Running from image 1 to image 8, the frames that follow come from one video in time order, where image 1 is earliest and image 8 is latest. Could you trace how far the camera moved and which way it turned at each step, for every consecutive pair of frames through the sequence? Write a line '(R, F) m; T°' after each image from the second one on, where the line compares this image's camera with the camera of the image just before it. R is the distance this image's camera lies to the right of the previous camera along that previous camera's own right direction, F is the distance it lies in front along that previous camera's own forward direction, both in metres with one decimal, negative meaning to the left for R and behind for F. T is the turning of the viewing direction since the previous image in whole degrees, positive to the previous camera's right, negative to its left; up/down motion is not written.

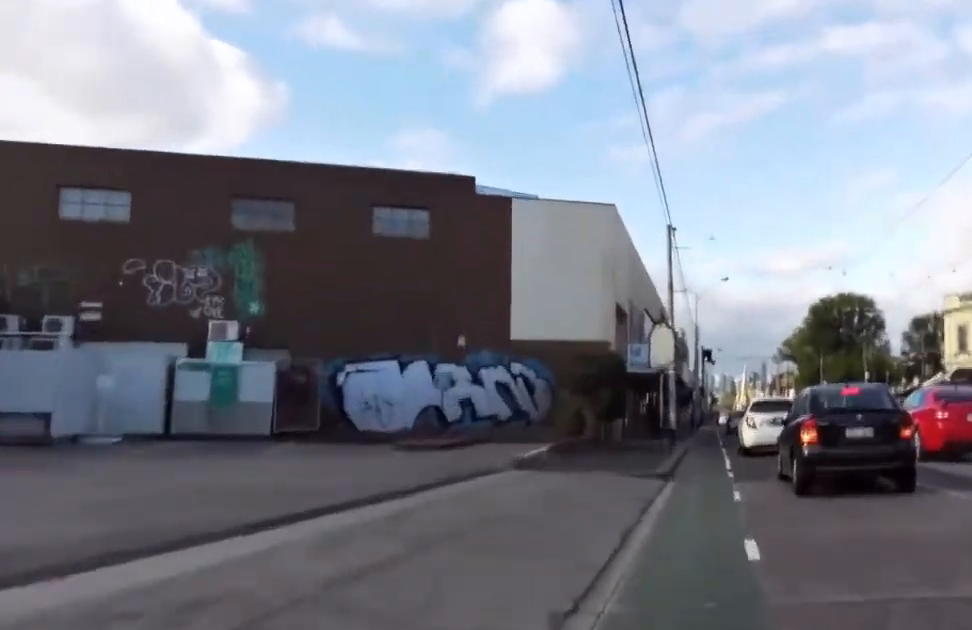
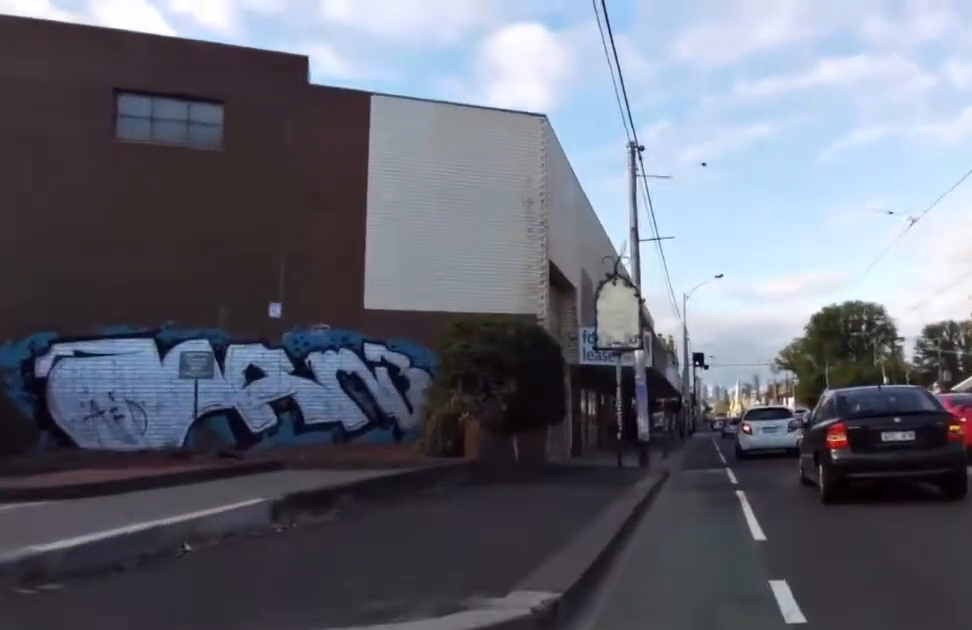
(-0.6, +10.5) m; -3°
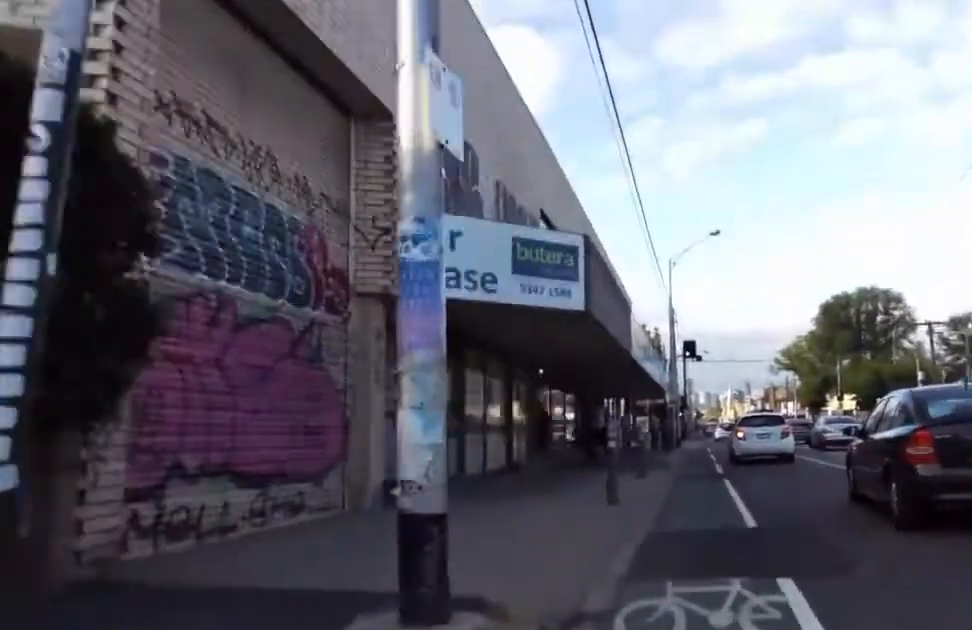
(+0.4, +12.2) m; 0°
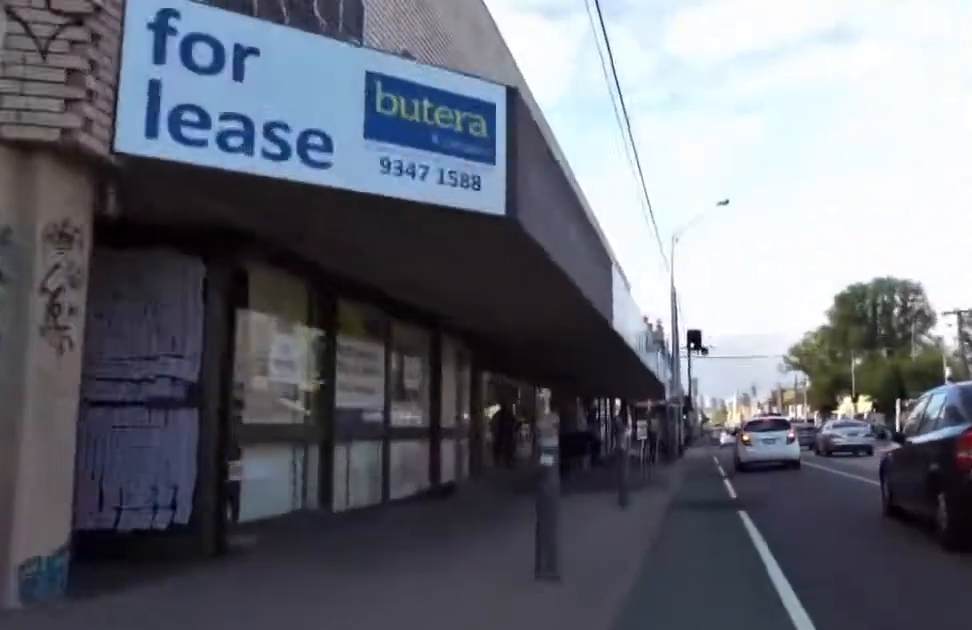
(-0.3, +4.6) m; 0°
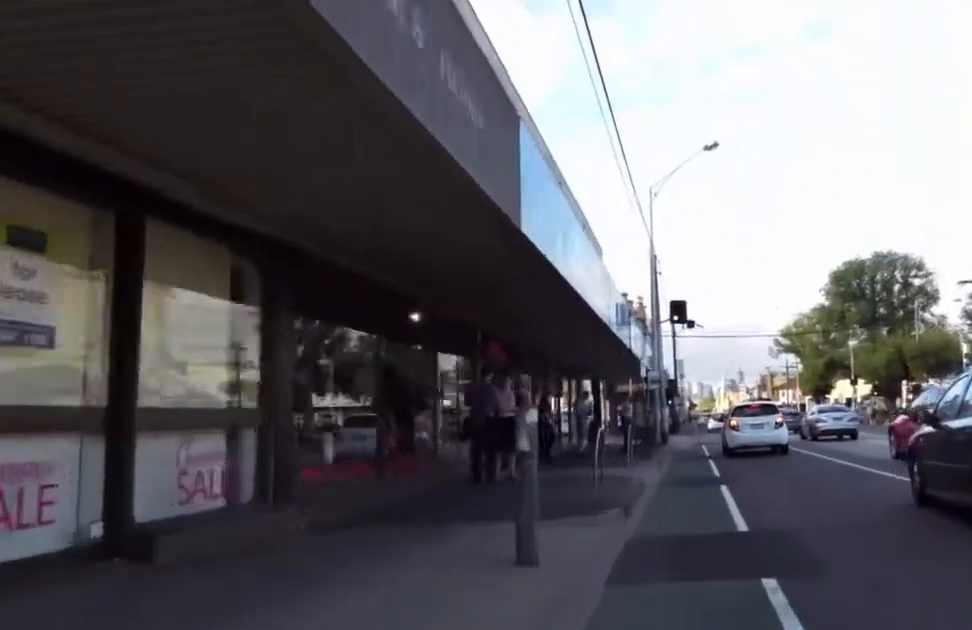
(-0.3, +5.8) m; 0°
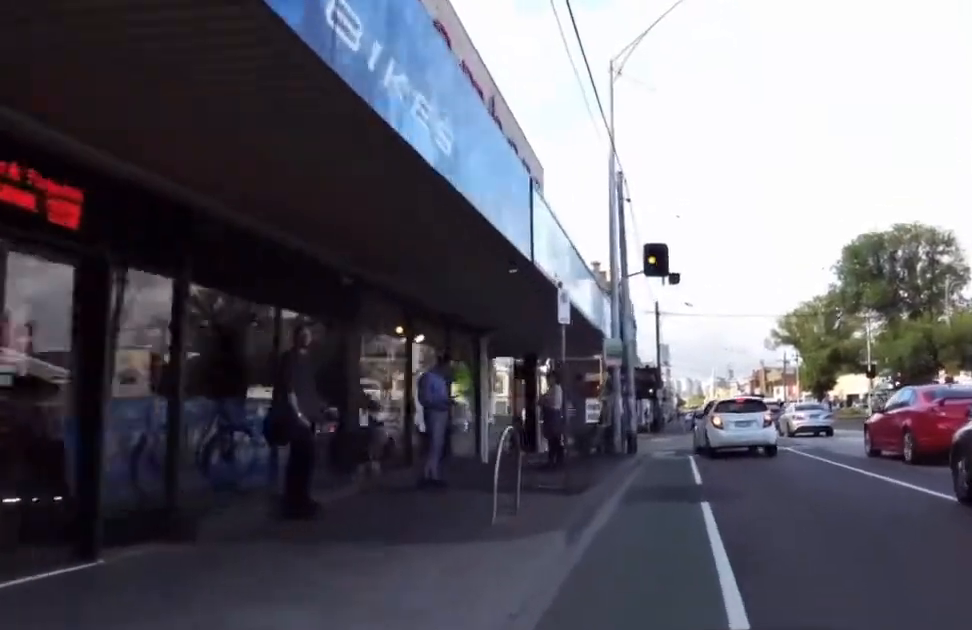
(+0.4, +11.6) m; 0°
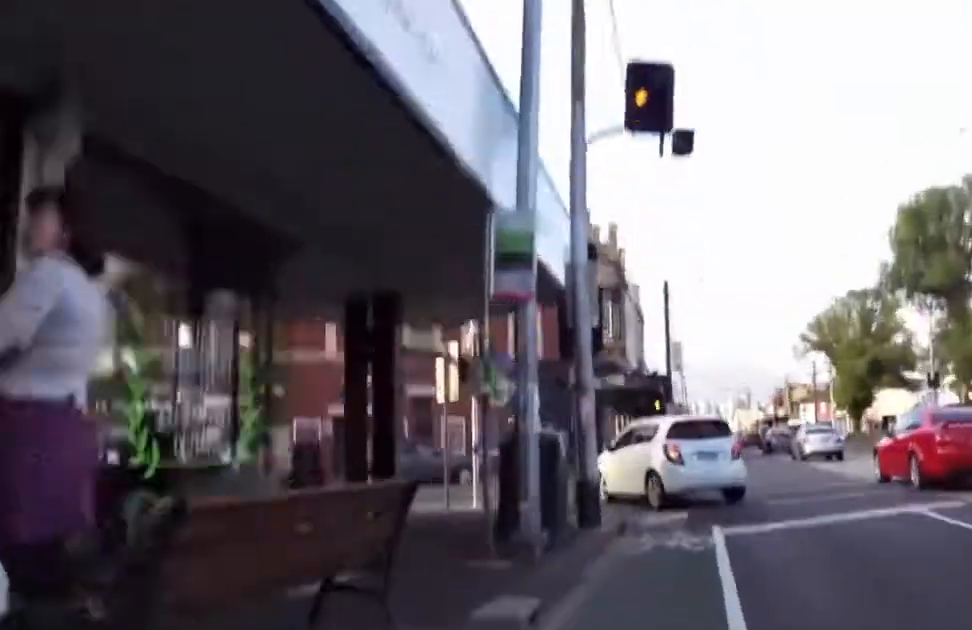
(0.0, +11.3) m; +3°
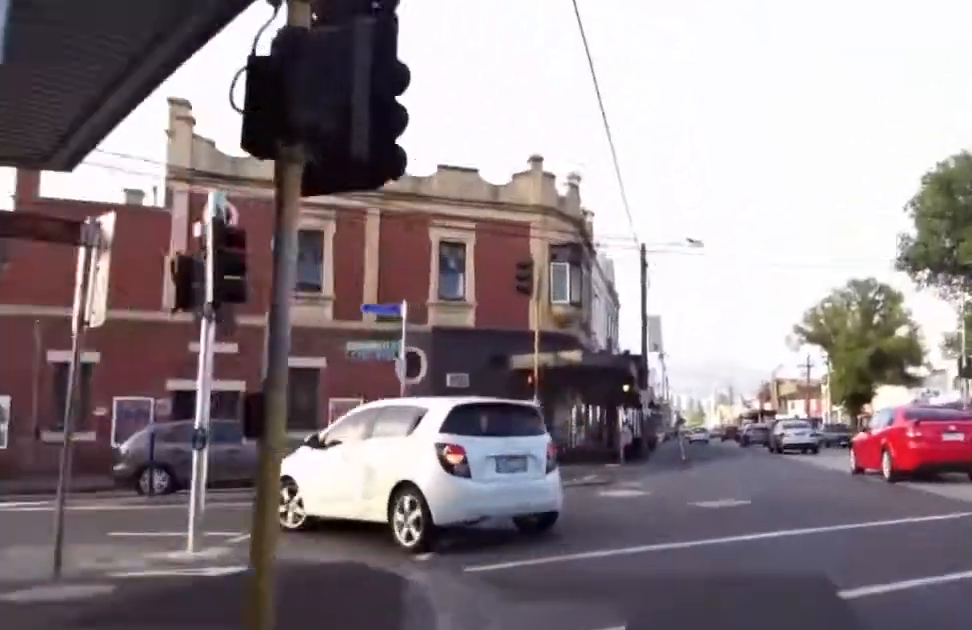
(+0.3, +8.3) m; +2°
